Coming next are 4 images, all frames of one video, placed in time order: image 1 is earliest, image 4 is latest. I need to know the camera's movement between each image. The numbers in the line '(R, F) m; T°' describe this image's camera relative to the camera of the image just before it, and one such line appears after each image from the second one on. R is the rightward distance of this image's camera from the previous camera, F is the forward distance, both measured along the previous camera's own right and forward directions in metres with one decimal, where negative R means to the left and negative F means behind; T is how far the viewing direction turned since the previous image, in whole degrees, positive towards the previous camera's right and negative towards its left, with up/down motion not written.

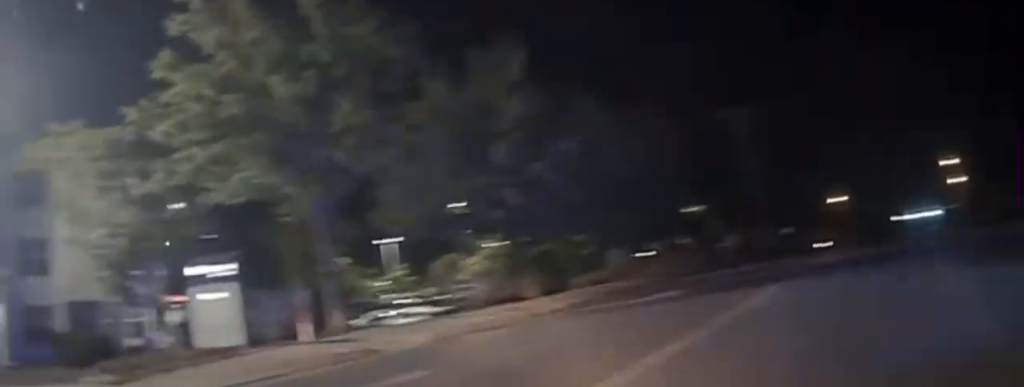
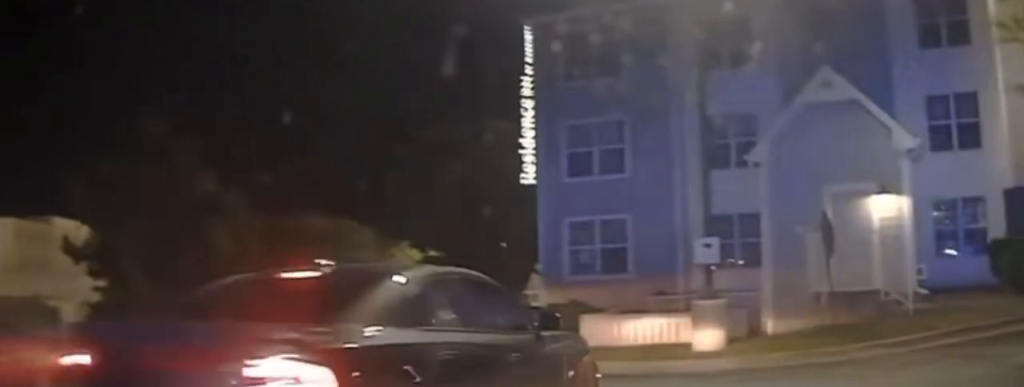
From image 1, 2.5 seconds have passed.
(-15.8, +12.2) m; -50°
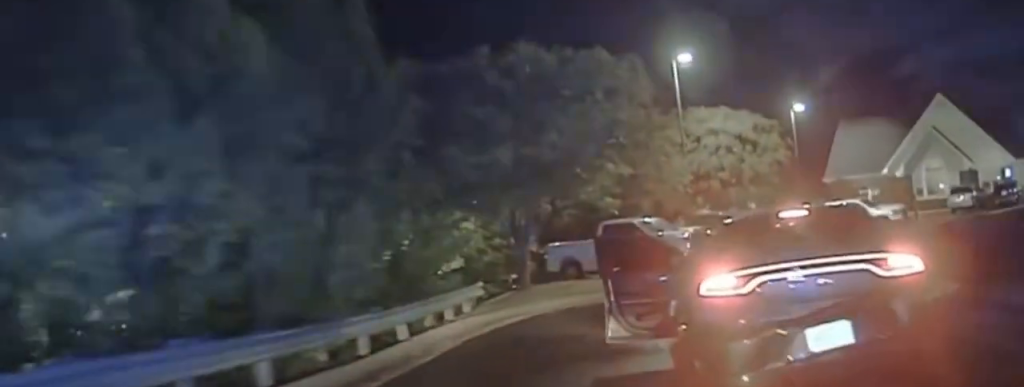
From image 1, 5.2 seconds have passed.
(+0.5, +19.7) m; -9°
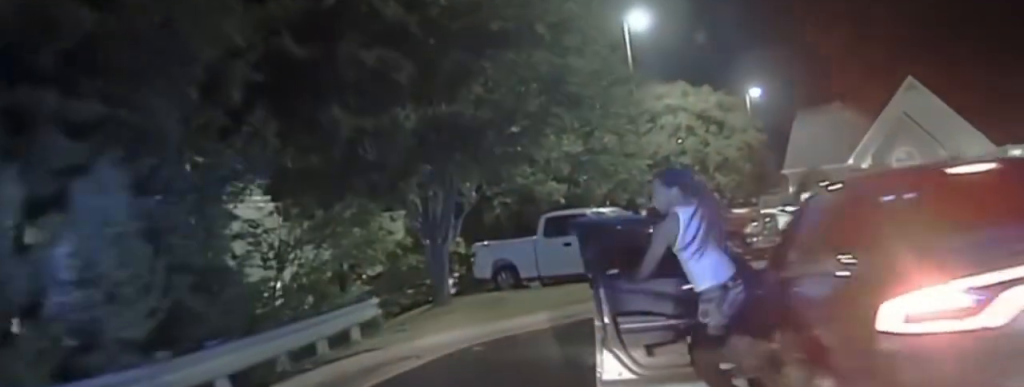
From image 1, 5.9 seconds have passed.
(-1.0, +4.5) m; +1°
